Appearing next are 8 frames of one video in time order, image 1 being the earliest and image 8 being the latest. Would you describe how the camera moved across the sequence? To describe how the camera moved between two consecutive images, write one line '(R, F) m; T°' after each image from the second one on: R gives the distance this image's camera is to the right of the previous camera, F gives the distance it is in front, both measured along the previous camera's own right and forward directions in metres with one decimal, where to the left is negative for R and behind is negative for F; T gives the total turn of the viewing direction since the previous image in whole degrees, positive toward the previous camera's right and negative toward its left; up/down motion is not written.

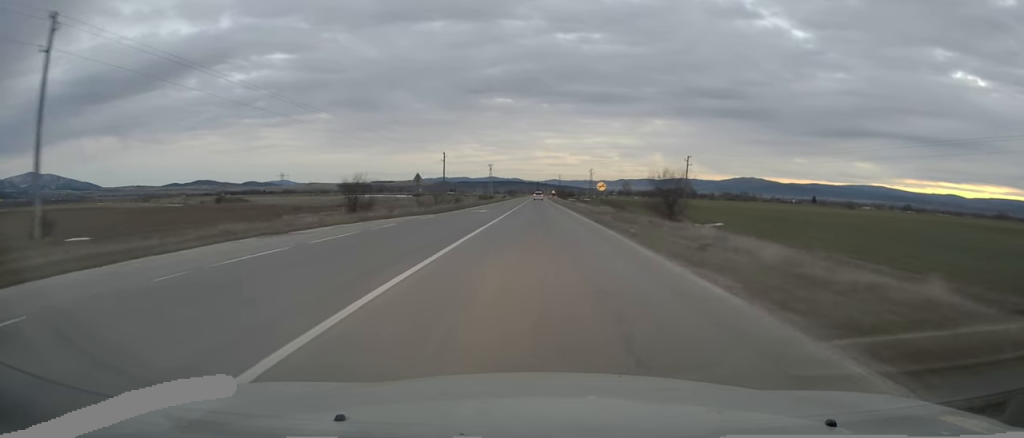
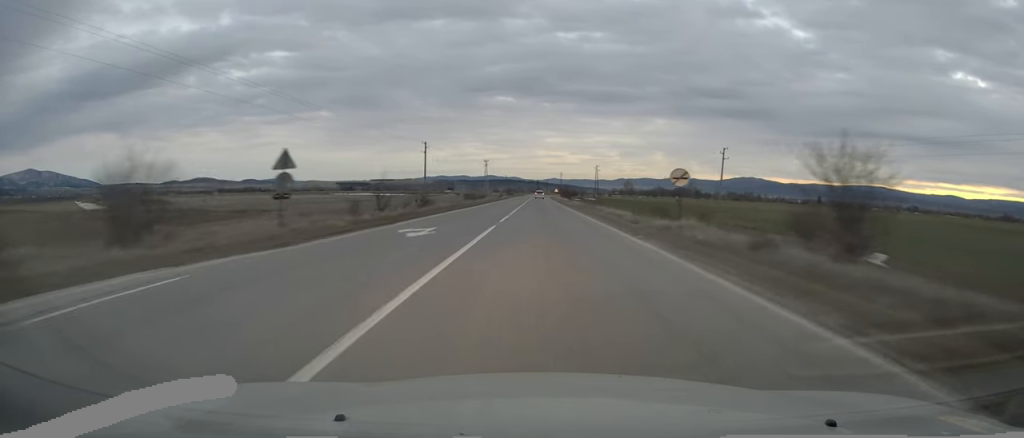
(0.0, +24.0) m; 0°
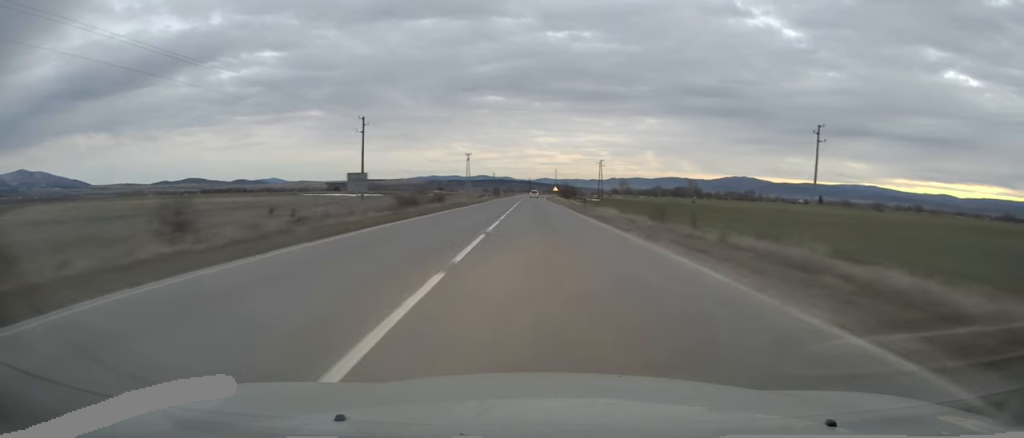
(0.0, +37.7) m; +1°
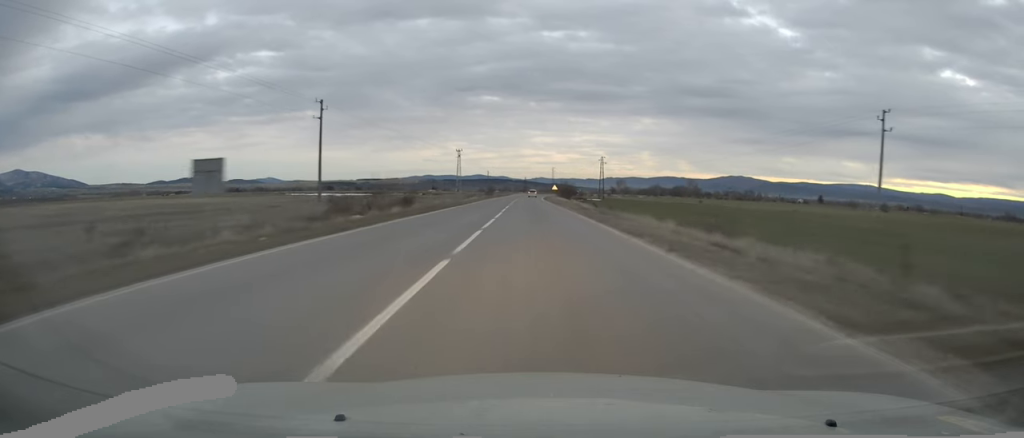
(+0.2, +14.3) m; 0°
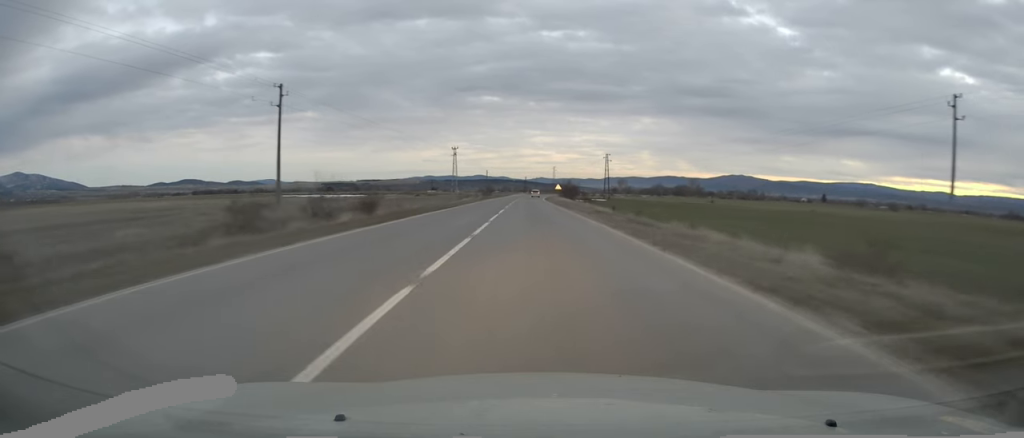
(0.0, +10.6) m; 0°
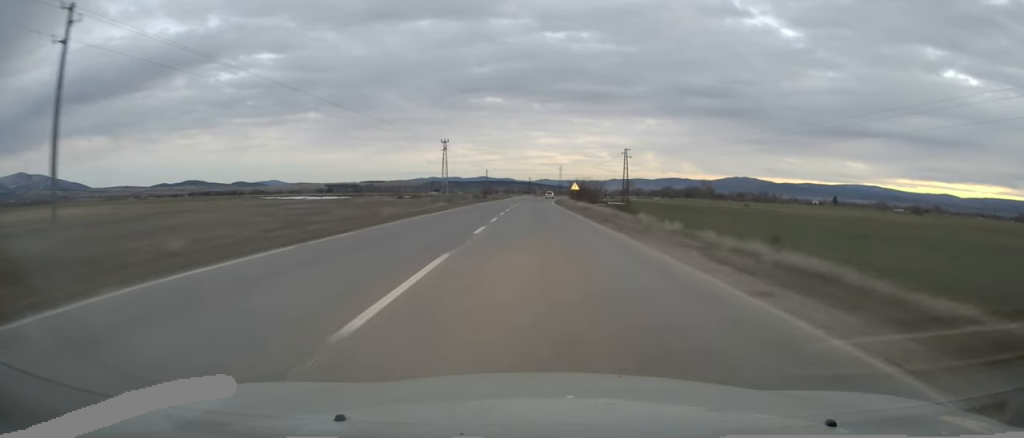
(-0.1, +27.2) m; 0°
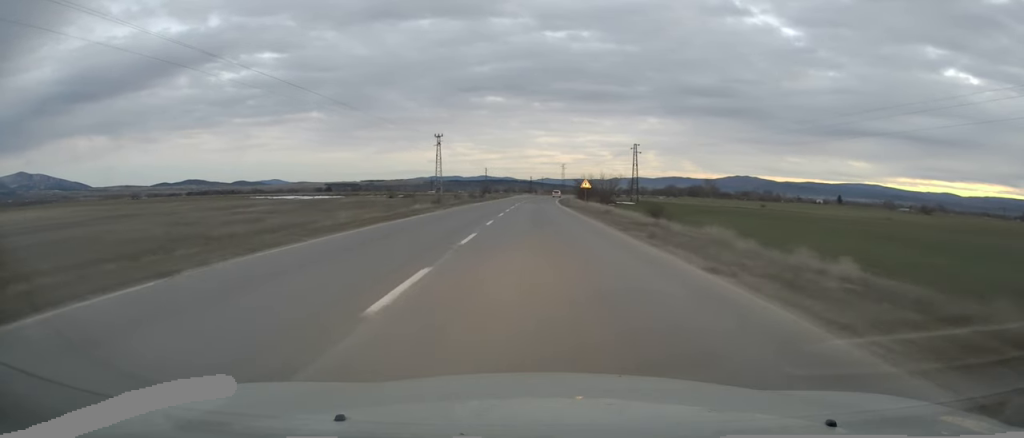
(+0.2, +11.4) m; 0°
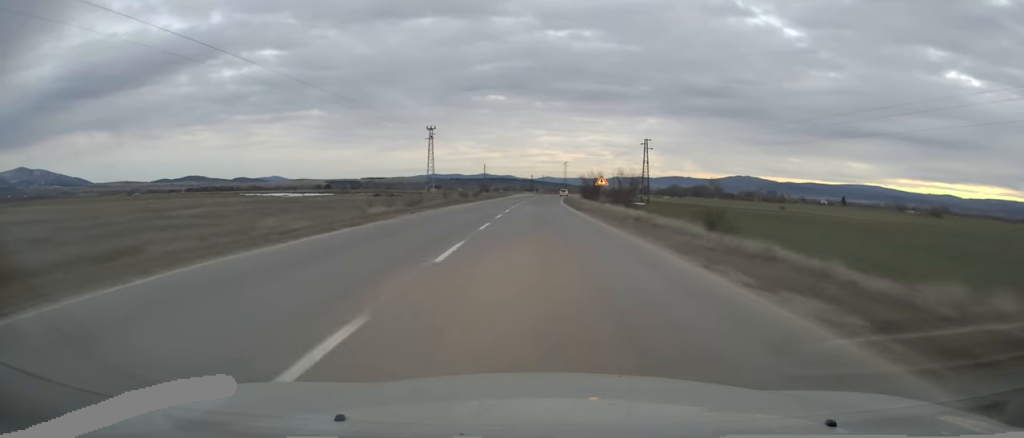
(-0.2, +11.3) m; 0°
